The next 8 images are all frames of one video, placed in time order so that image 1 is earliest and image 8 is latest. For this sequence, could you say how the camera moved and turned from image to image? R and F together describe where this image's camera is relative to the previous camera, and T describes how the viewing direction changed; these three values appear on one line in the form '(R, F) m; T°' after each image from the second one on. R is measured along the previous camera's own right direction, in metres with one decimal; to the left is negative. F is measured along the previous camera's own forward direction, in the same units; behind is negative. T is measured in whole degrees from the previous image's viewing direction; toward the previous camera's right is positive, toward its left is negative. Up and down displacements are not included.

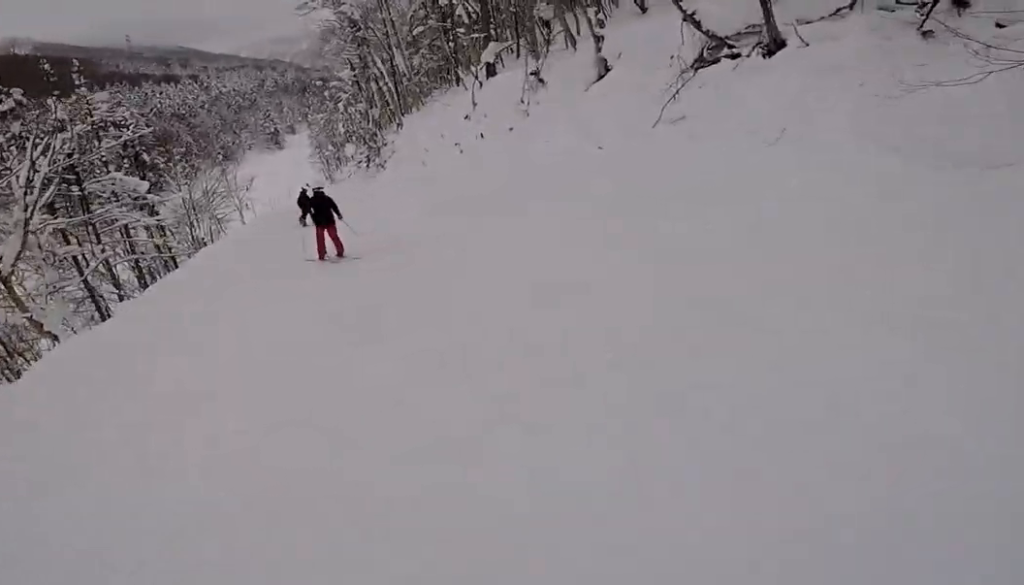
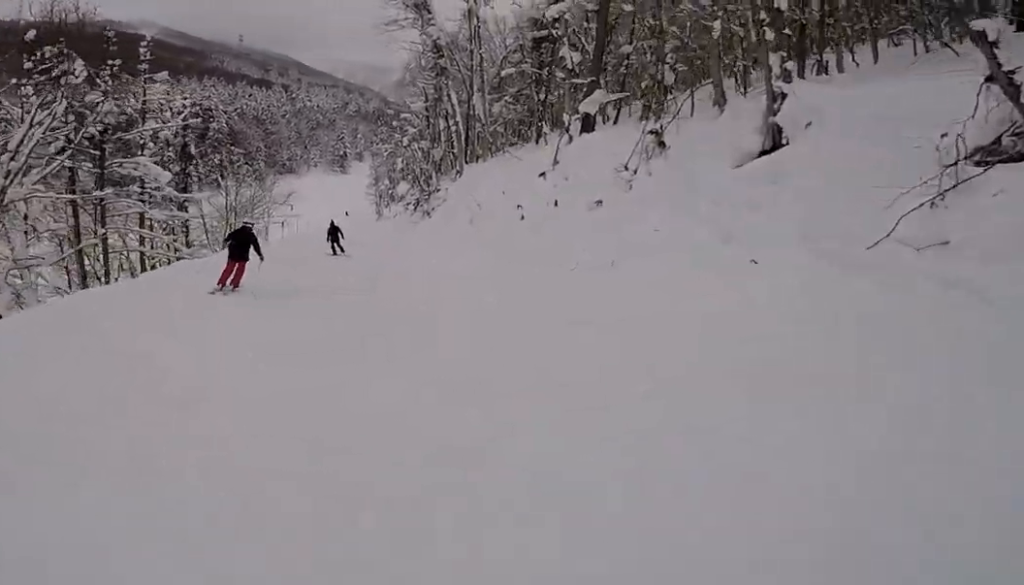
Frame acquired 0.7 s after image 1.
(-0.5, +4.2) m; -12°
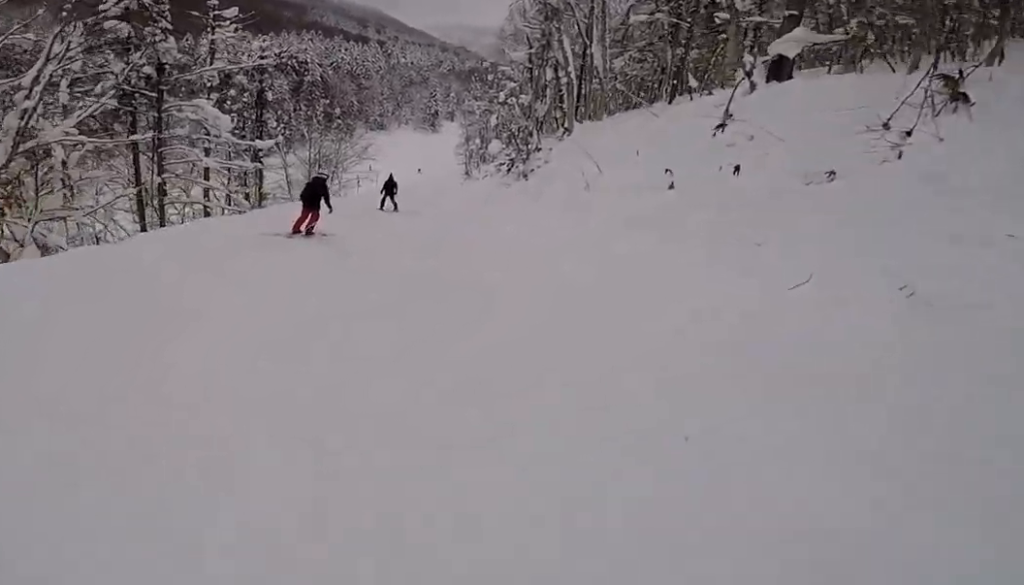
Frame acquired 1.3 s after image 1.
(-0.4, +4.0) m; -6°
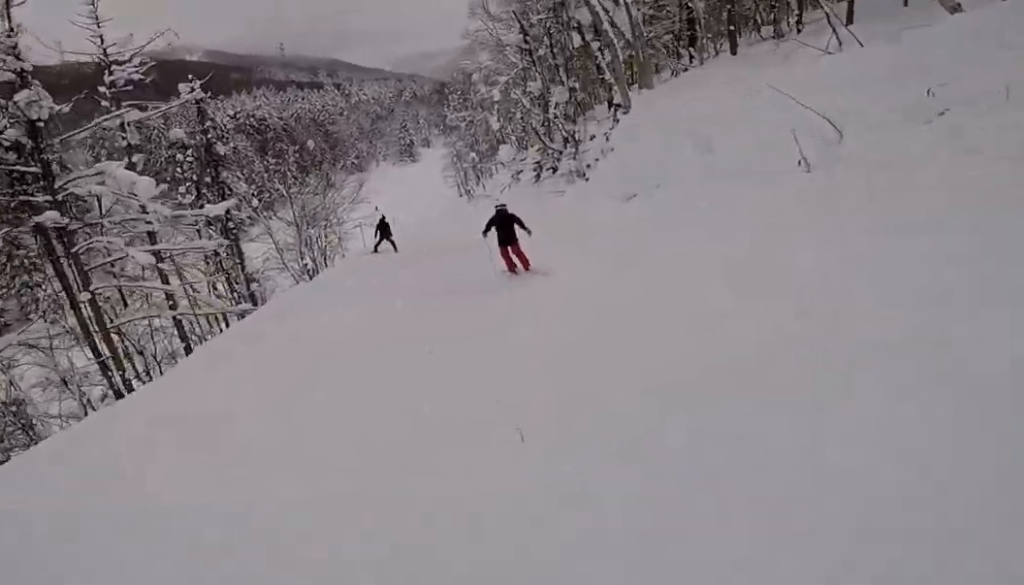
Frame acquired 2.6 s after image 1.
(+0.3, +7.5) m; +11°
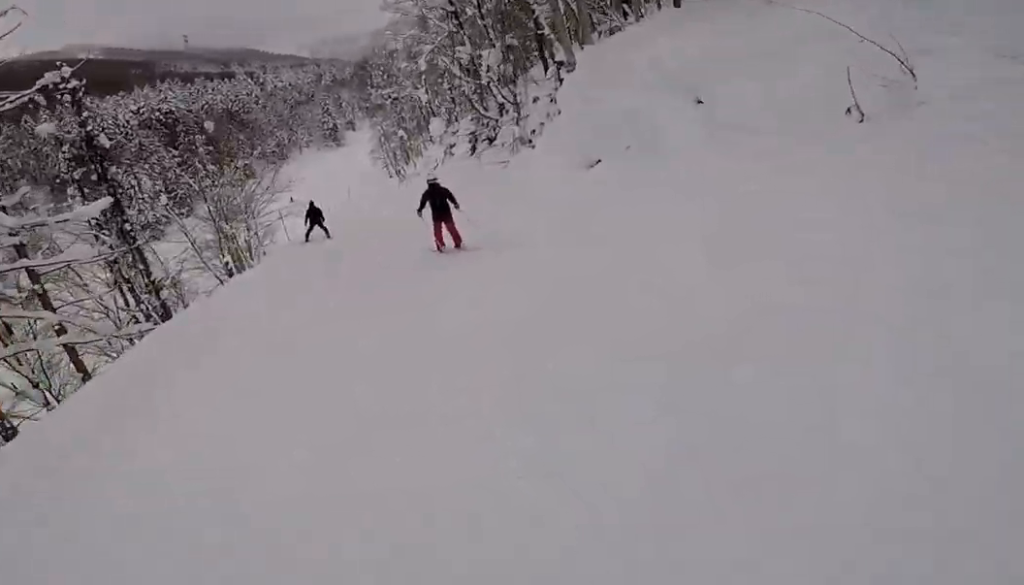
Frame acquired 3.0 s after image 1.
(+0.6, +2.6) m; +4°
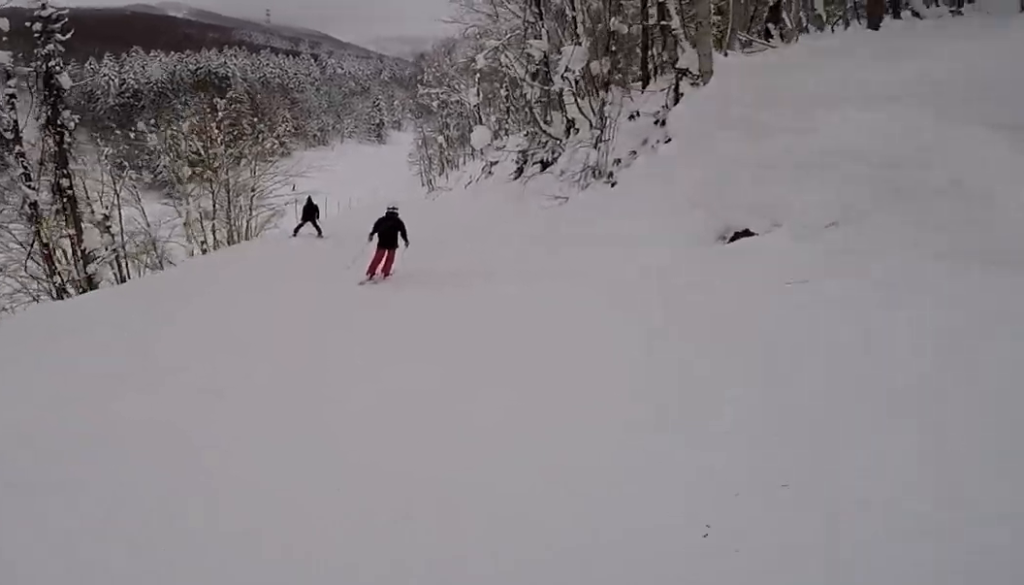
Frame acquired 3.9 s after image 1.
(-0.6, +6.2) m; -4°
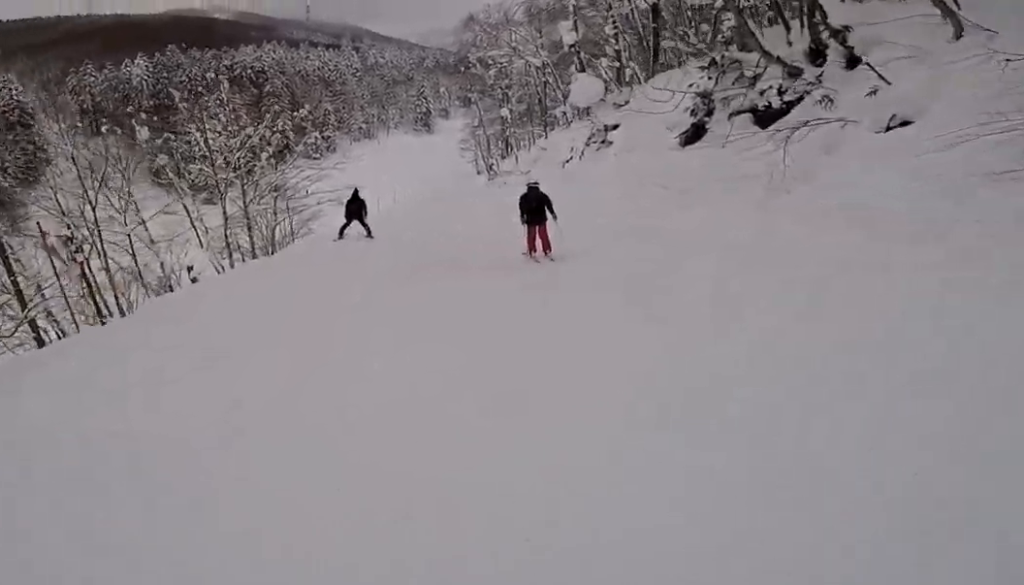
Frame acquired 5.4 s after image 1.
(+0.4, +10.4) m; +3°
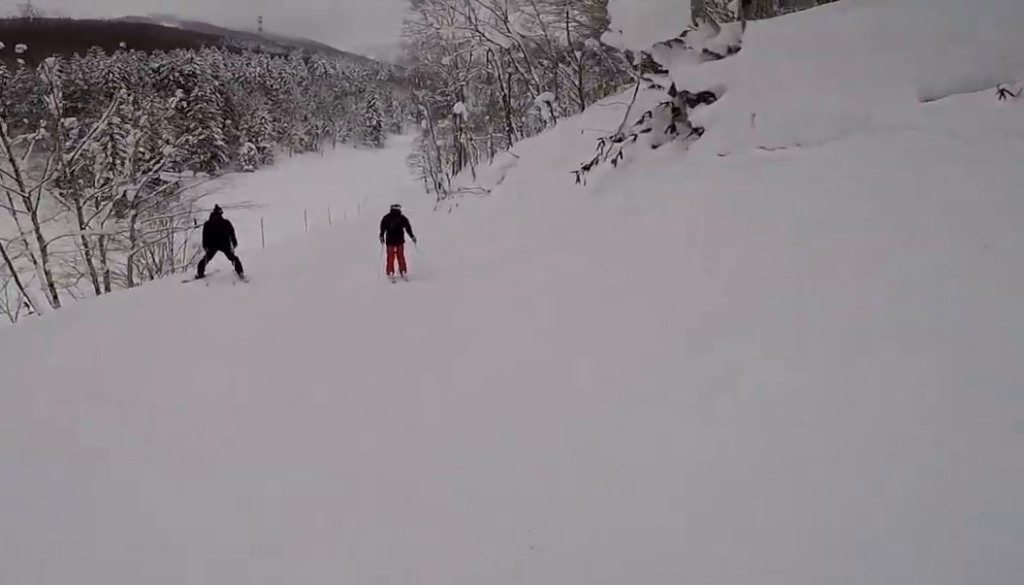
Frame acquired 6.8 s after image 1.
(-0.4, +11.6) m; -5°
